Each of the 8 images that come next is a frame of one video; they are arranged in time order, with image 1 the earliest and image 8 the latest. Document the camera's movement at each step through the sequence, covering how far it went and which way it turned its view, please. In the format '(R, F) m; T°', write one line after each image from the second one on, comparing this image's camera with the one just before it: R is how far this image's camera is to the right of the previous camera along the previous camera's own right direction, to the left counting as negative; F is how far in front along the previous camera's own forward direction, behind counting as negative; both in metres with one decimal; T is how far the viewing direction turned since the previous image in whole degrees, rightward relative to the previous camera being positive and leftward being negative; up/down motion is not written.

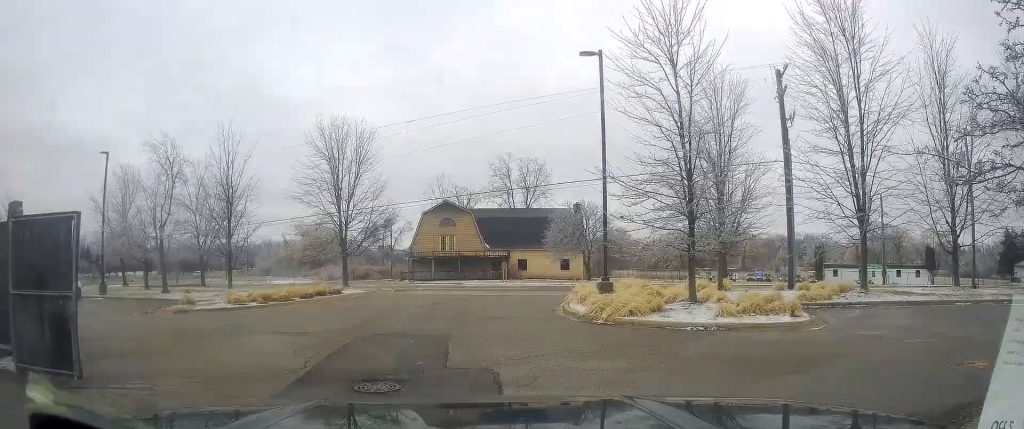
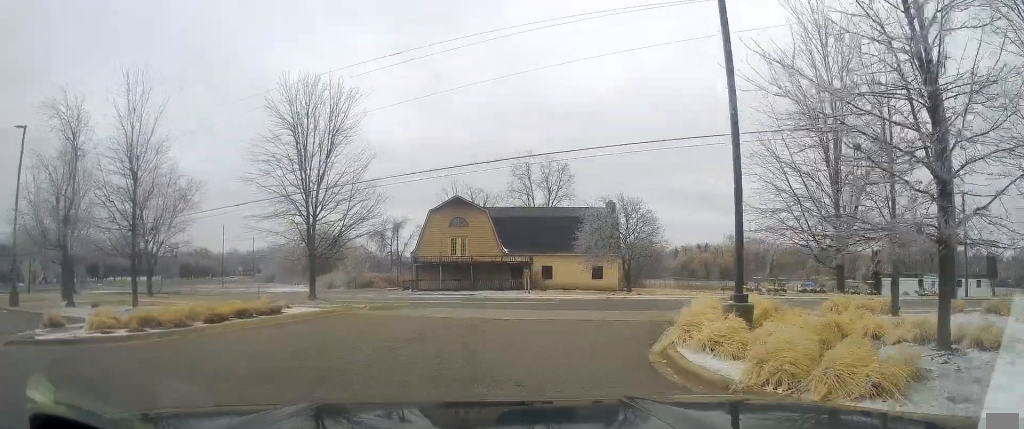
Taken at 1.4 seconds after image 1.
(-2.0, +12.3) m; -10°
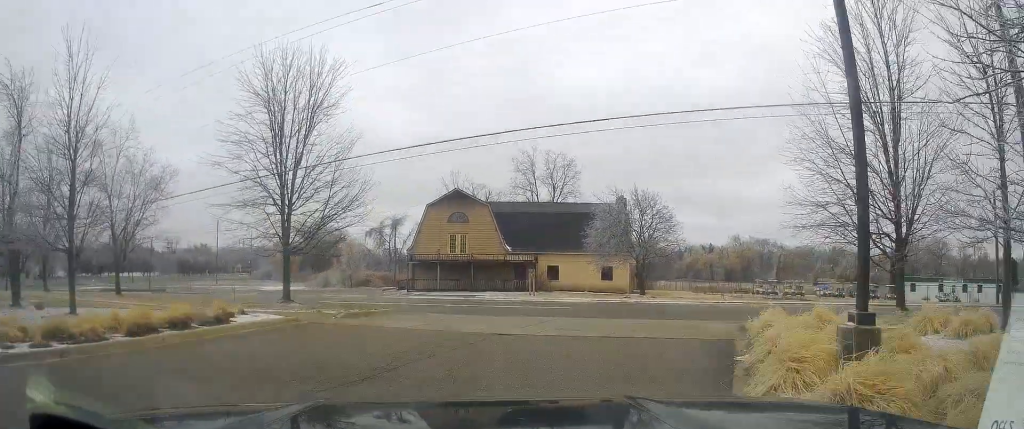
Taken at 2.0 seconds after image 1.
(0.0, +4.7) m; 0°
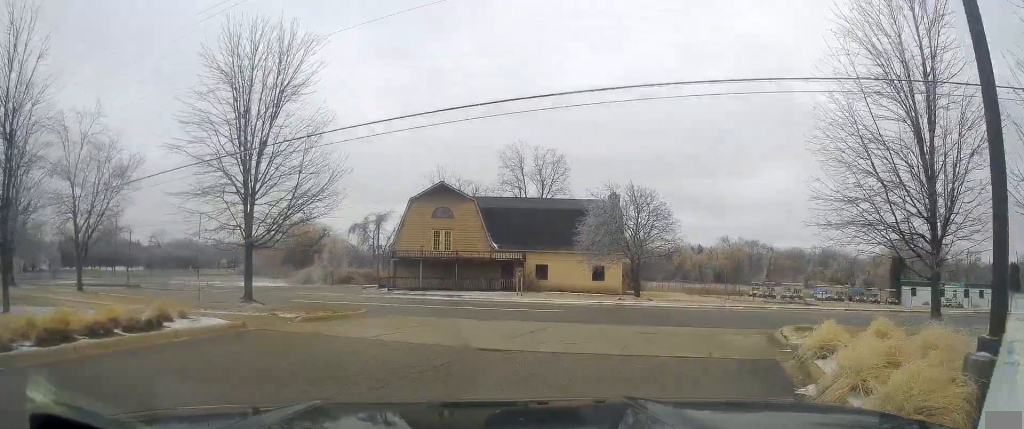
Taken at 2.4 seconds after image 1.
(0.0, +3.2) m; 0°
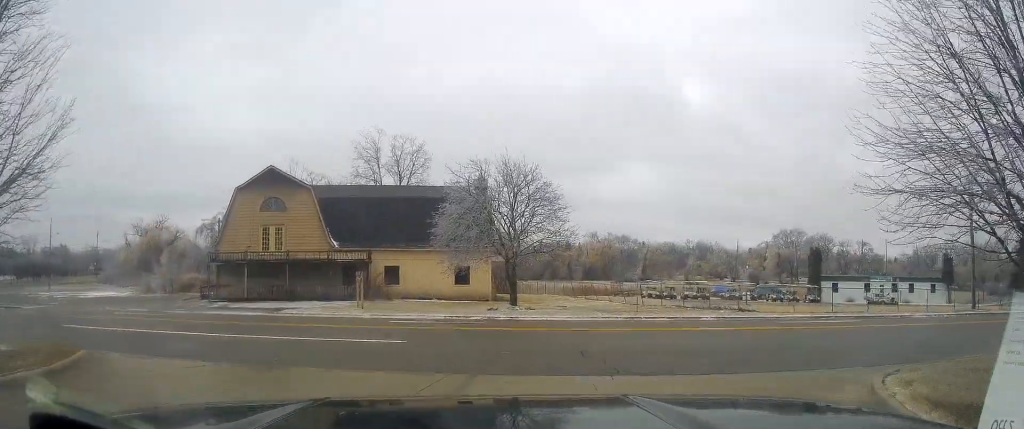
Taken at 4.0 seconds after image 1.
(0.0, +11.8) m; 0°
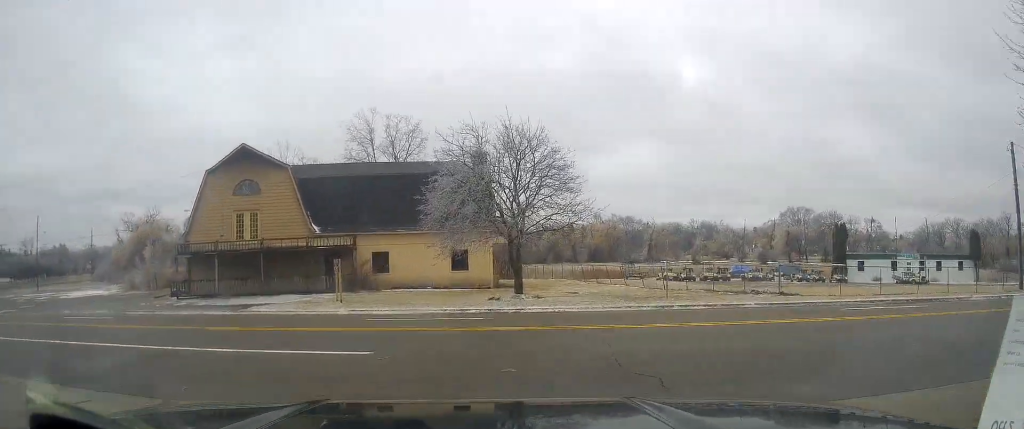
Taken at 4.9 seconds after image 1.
(0.0, +5.3) m; +2°
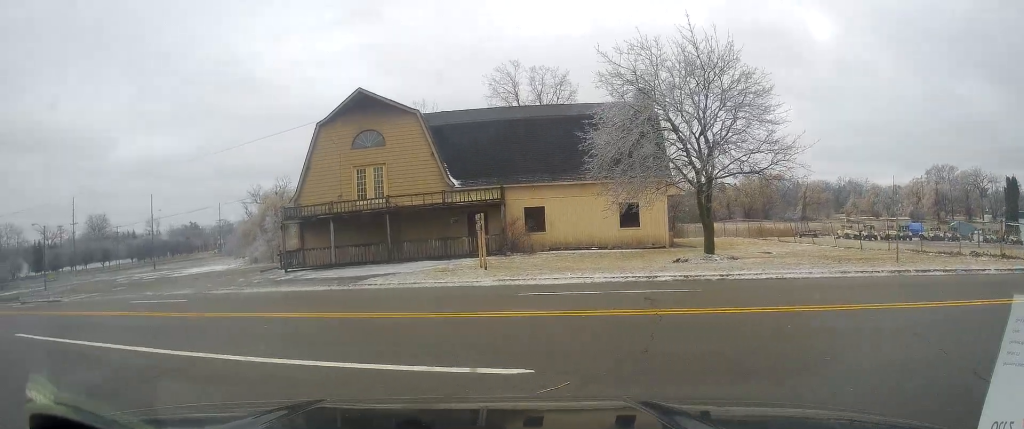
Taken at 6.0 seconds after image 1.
(+0.3, +5.7) m; +3°
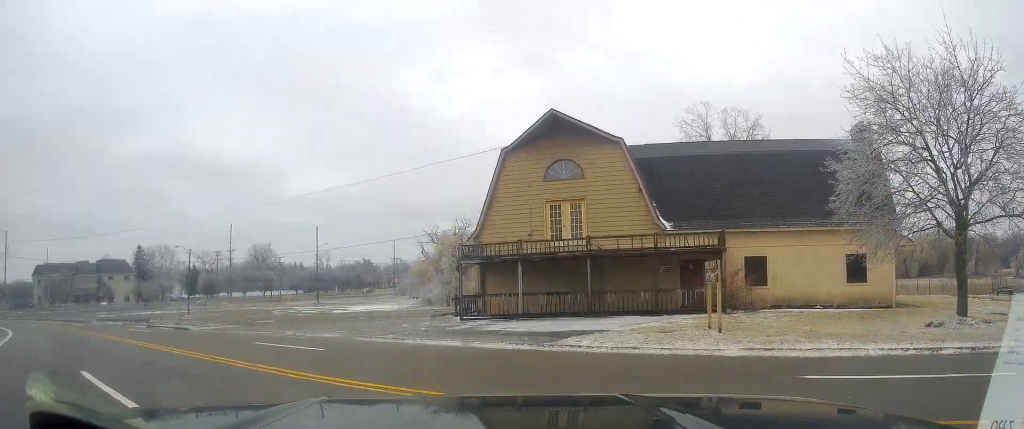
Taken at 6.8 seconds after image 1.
(+0.3, +3.9) m; -10°
